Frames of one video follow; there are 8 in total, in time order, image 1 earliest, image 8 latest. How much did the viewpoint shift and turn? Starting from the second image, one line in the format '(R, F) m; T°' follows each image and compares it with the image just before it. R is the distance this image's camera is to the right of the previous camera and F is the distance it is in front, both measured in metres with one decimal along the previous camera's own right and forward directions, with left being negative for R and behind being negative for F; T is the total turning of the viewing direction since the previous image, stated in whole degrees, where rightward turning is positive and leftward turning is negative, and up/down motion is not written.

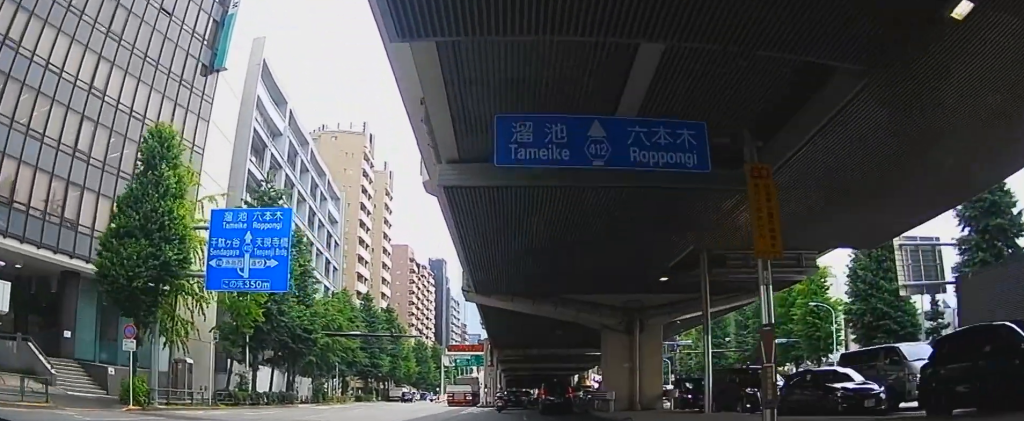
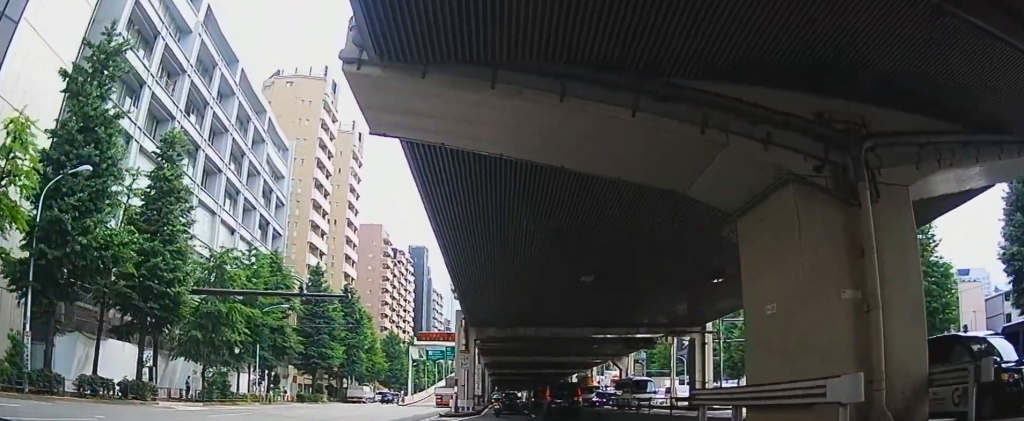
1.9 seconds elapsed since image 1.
(-2.7, +19.6) m; -8°
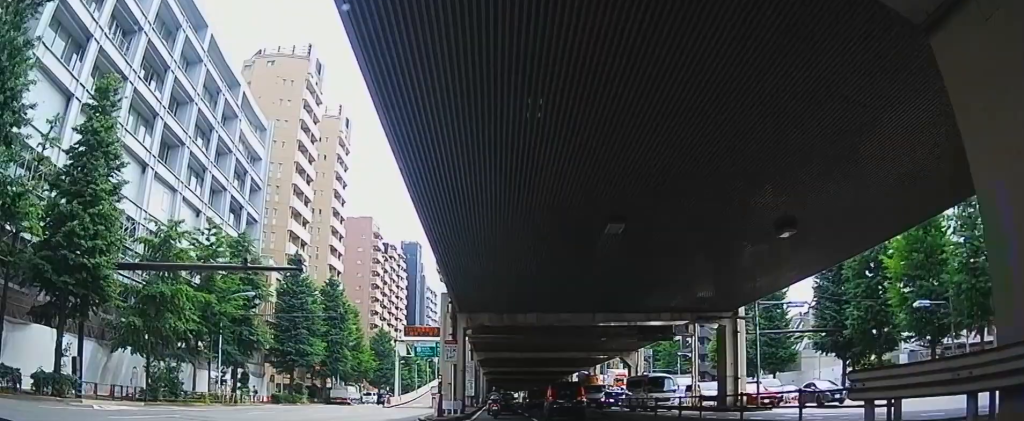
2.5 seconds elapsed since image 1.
(+0.1, +6.2) m; +2°
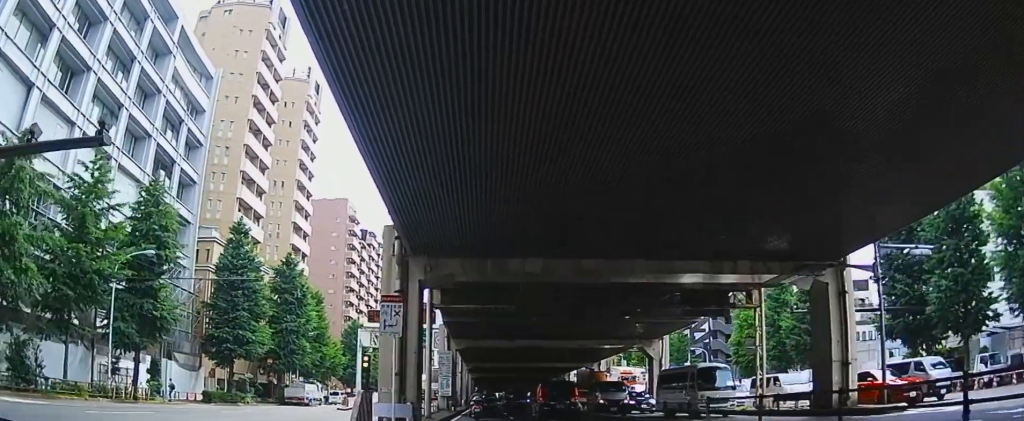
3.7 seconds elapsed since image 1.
(+0.6, +12.3) m; +4°
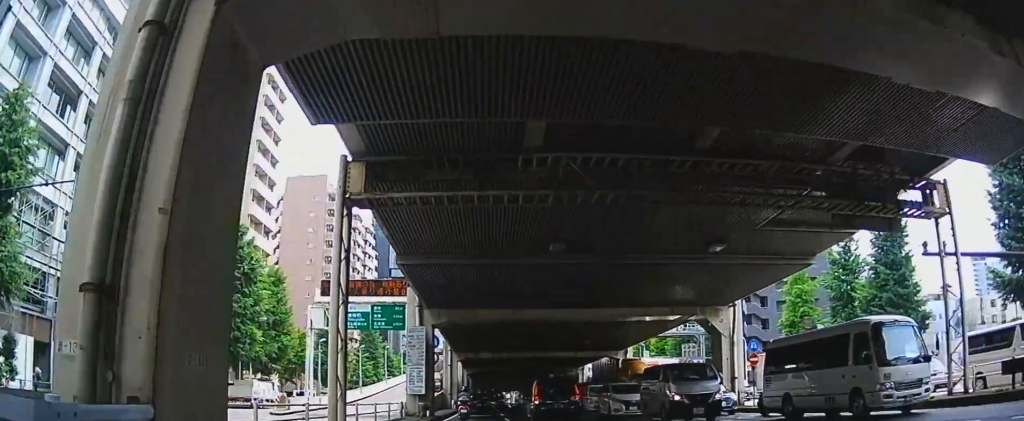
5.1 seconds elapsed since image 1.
(+0.9, +14.6) m; +10°
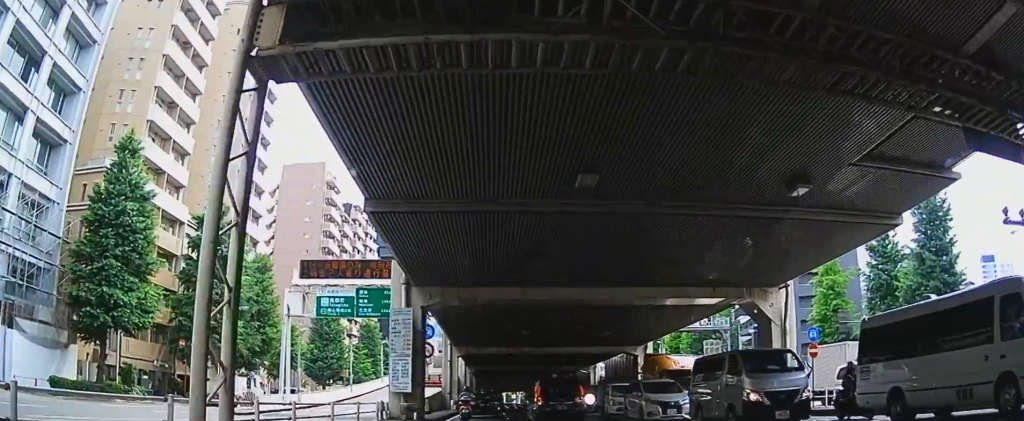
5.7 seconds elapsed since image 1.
(+0.3, +5.8) m; +2°
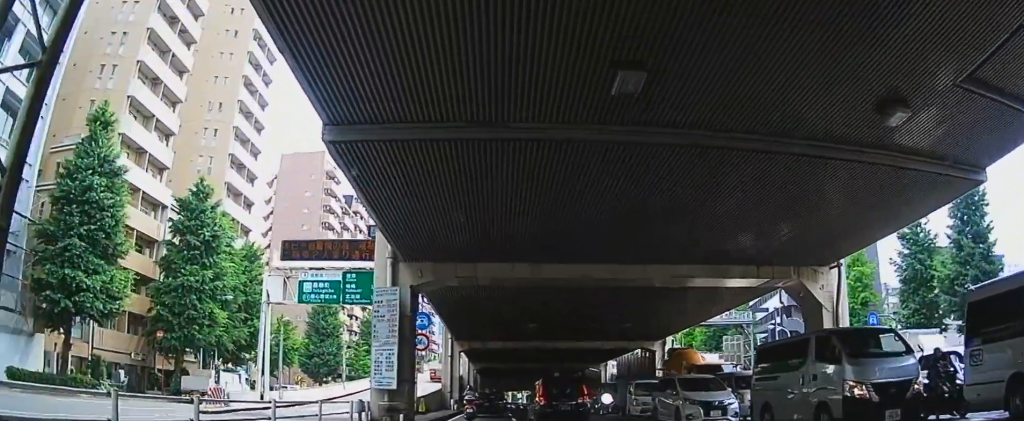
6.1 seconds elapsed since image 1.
(+0.1, +4.1) m; +1°
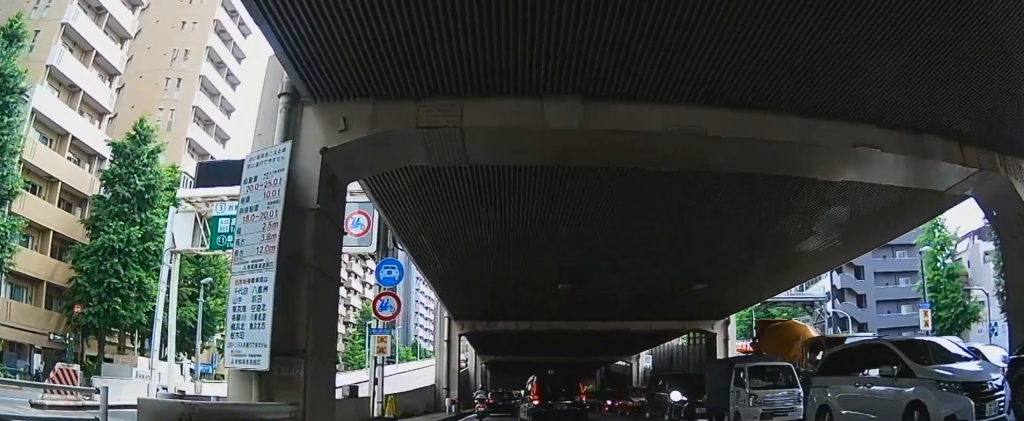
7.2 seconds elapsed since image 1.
(+0.1, +11.9) m; +1°
